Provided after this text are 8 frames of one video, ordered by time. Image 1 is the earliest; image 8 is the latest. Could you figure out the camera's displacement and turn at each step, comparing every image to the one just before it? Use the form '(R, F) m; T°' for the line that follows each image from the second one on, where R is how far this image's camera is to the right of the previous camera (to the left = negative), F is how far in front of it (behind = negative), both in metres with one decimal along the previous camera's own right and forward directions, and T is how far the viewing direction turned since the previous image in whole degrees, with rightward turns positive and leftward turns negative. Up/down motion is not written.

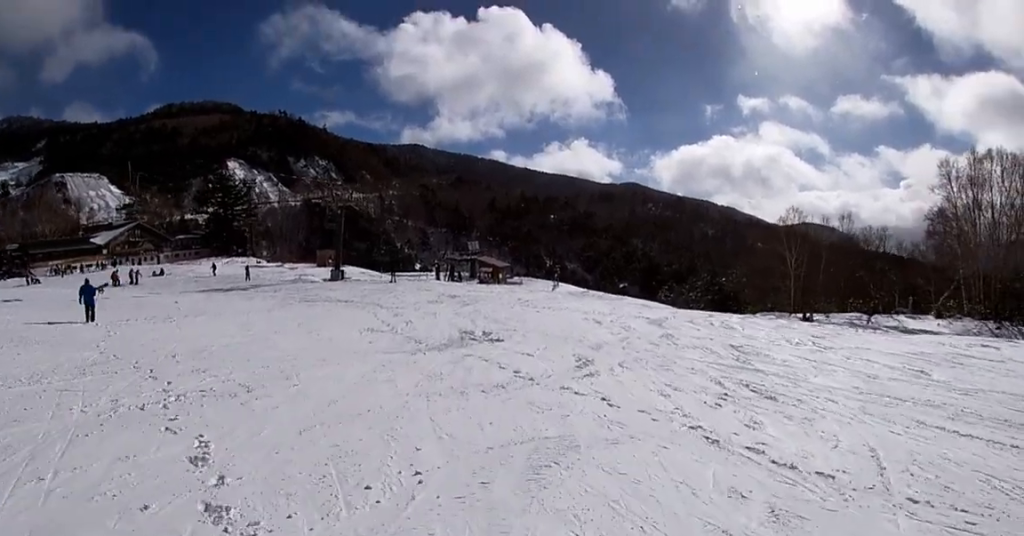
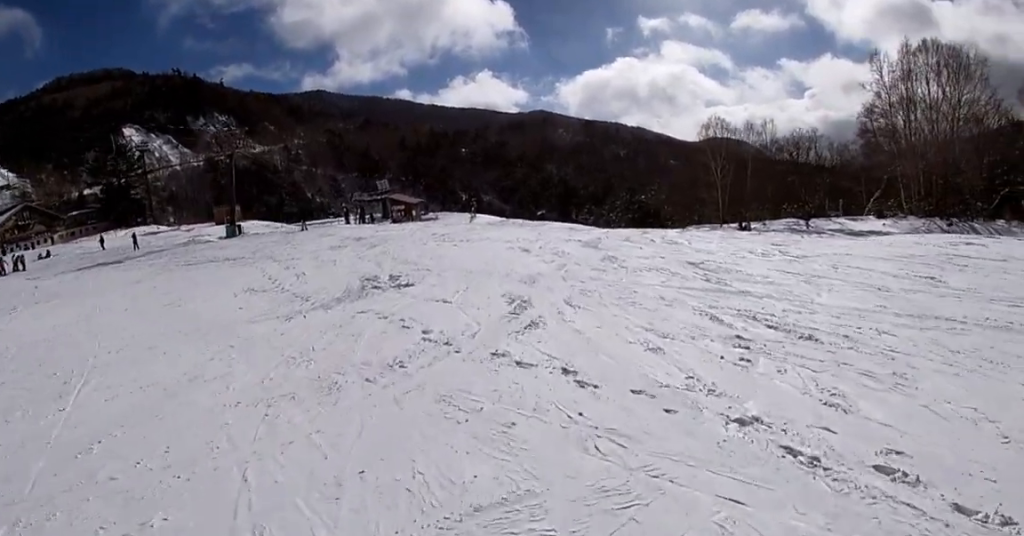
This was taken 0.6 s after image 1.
(-0.2, +4.1) m; +5°
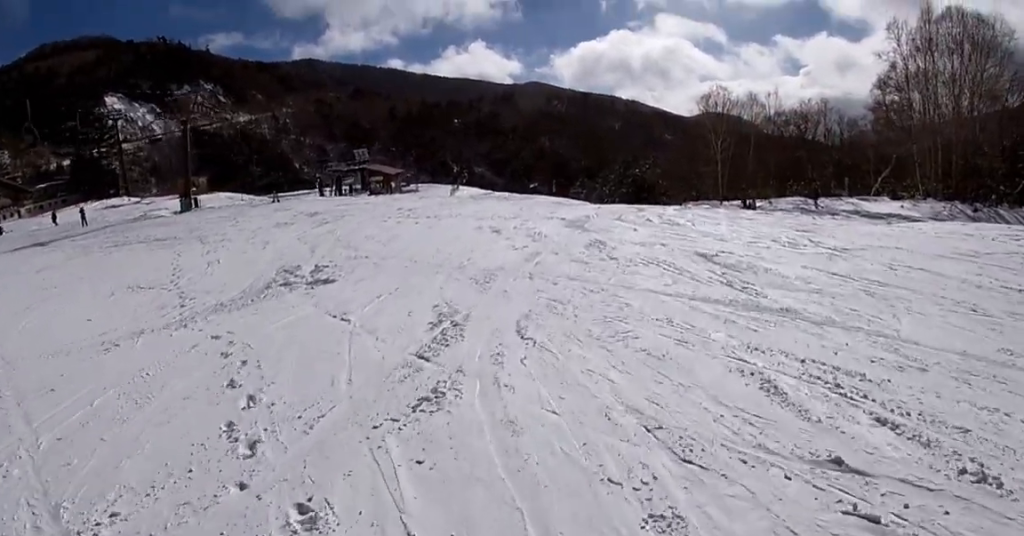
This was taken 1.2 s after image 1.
(+0.8, +4.3) m; -7°
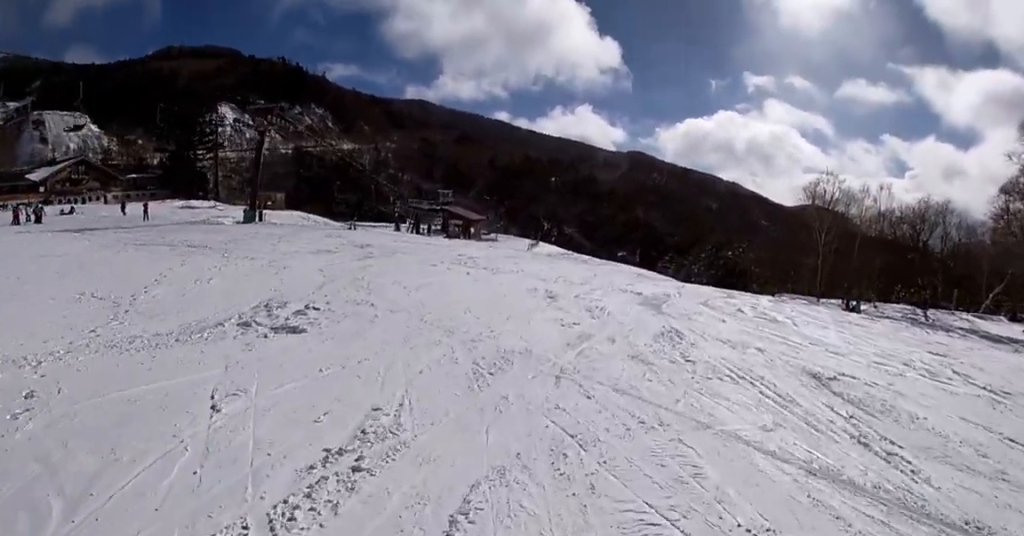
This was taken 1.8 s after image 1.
(0.0, +3.5) m; -3°
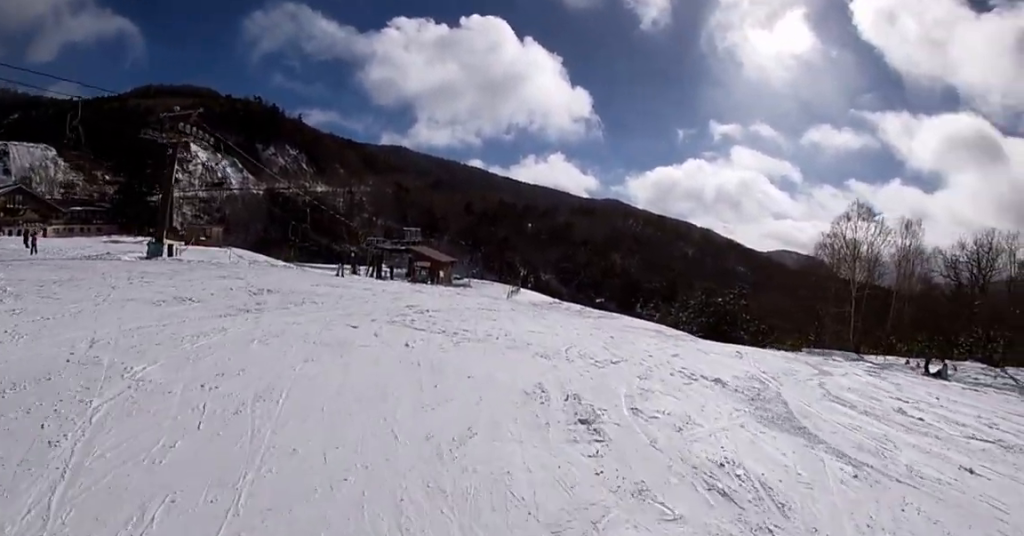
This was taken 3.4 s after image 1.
(+0.1, +9.1) m; +10°
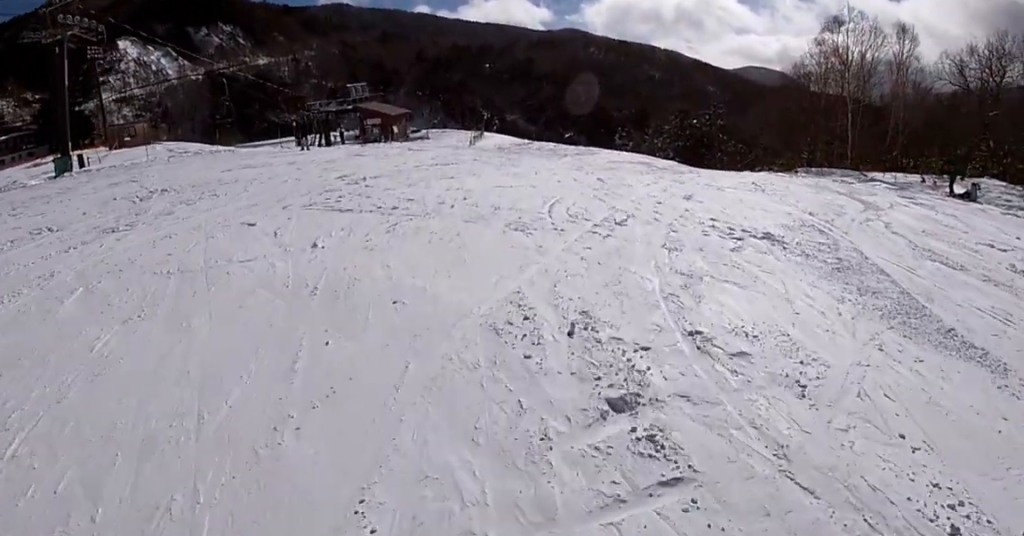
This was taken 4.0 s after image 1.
(-0.1, +3.6) m; -3°
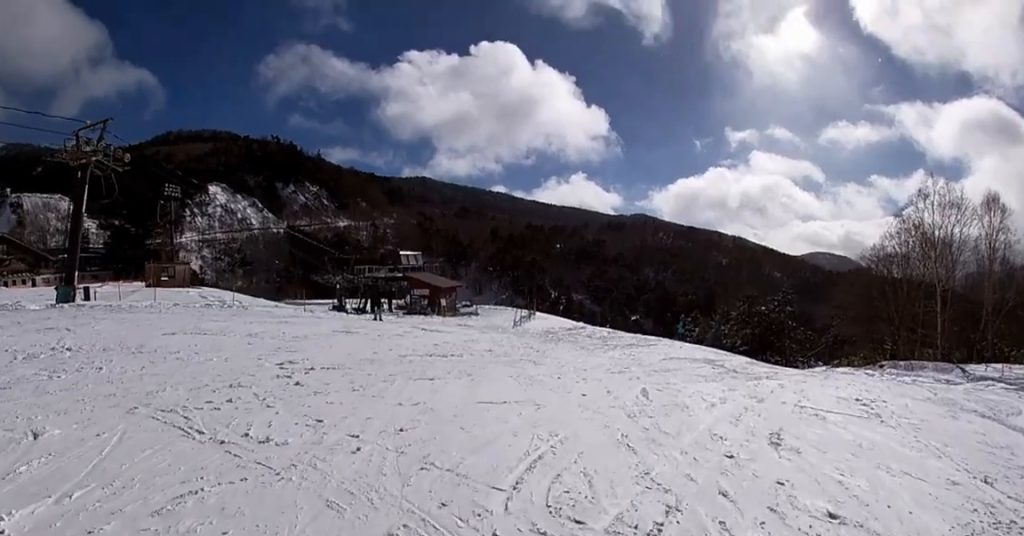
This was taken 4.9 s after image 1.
(-0.5, +4.9) m; -7°
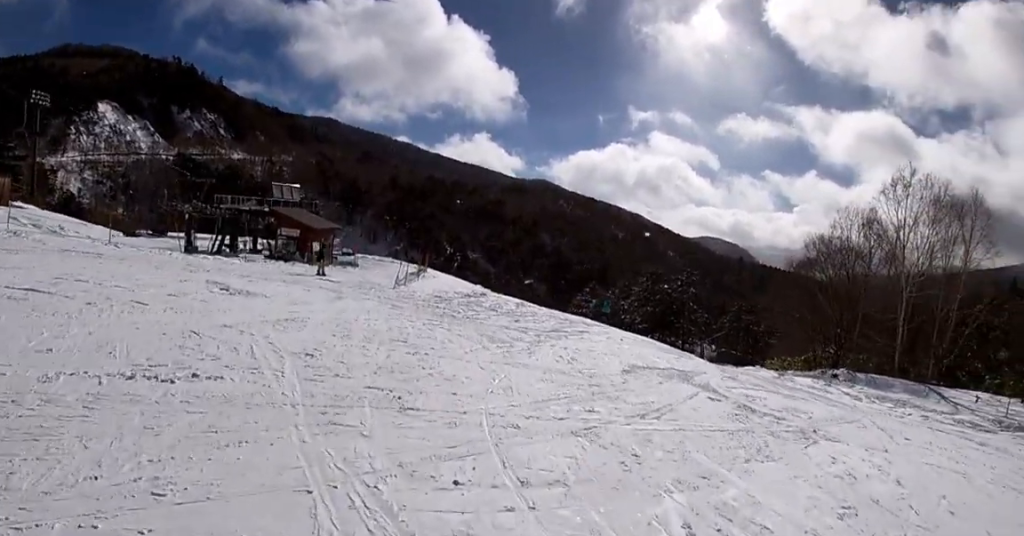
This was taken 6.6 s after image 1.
(0.0, +8.3) m; +17°
